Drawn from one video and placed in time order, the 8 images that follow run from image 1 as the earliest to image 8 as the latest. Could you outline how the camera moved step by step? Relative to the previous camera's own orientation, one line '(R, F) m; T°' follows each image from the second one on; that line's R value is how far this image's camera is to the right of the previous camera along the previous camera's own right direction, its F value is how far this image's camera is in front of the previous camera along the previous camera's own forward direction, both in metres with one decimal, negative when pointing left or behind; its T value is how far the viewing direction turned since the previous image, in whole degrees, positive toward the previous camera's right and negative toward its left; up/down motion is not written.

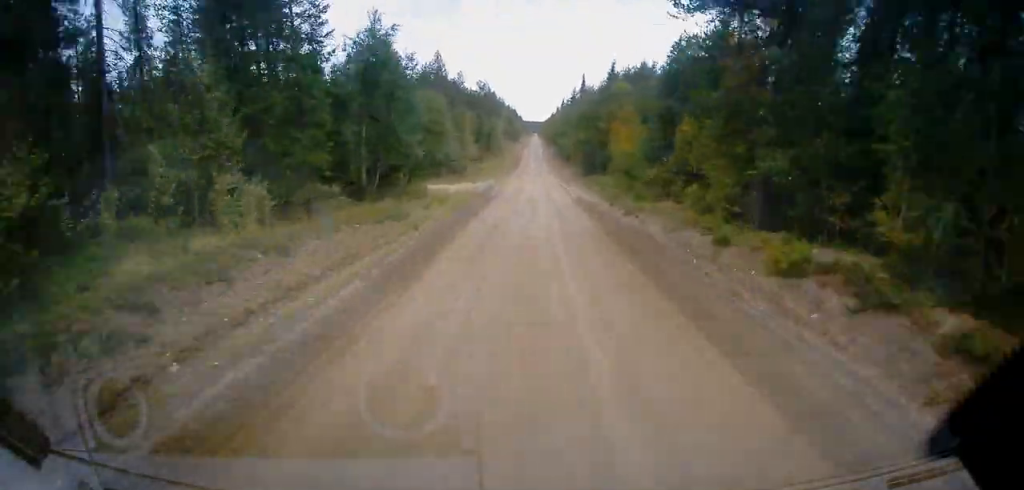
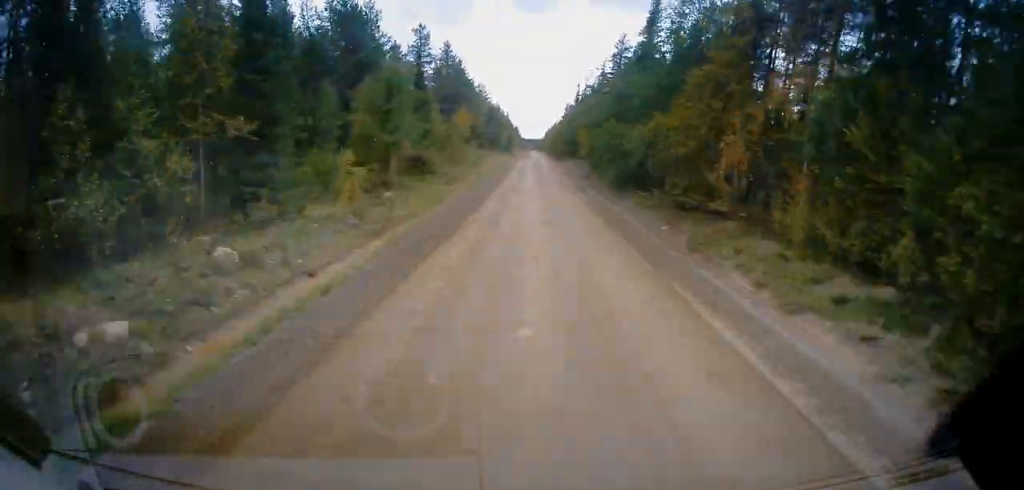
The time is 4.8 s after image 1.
(-0.1, +60.3) m; 0°
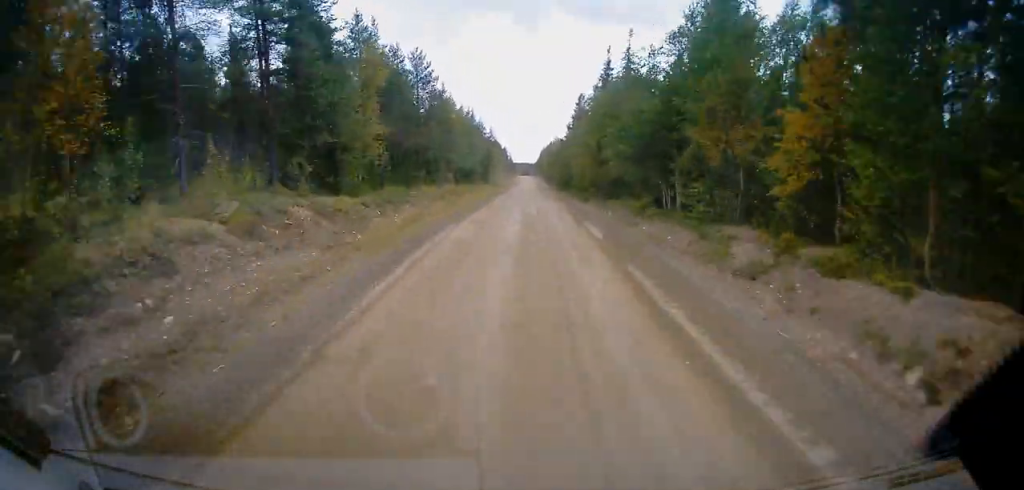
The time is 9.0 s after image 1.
(0.0, +52.9) m; 0°
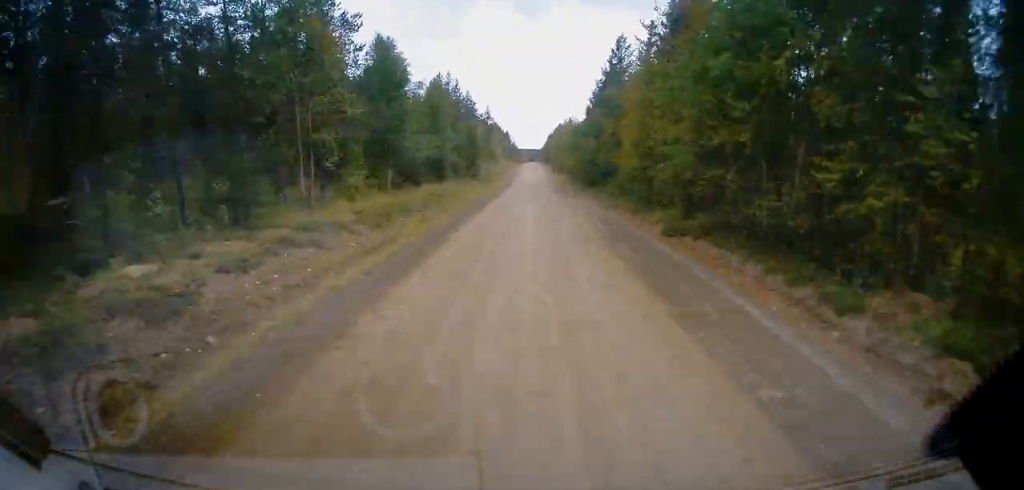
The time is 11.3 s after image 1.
(-0.1, +28.4) m; 0°
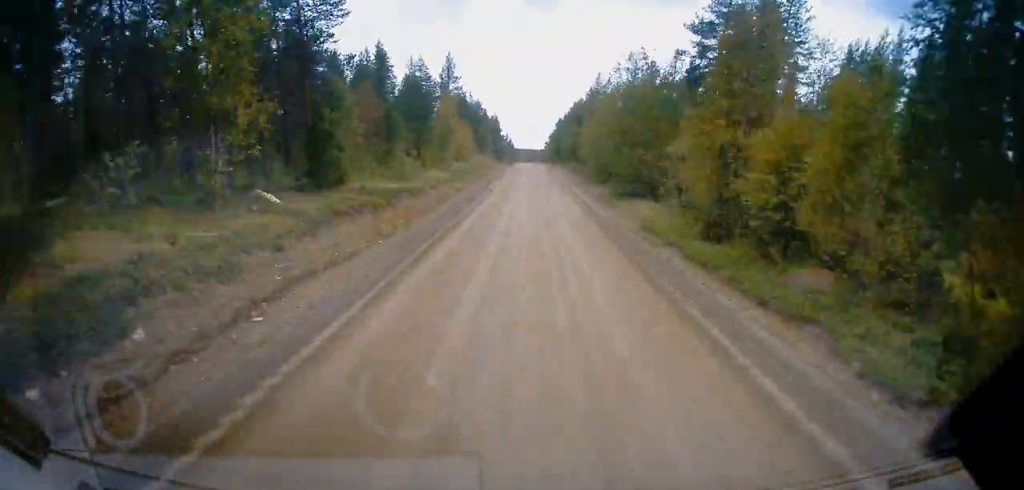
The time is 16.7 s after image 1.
(-0.4, +67.7) m; -1°
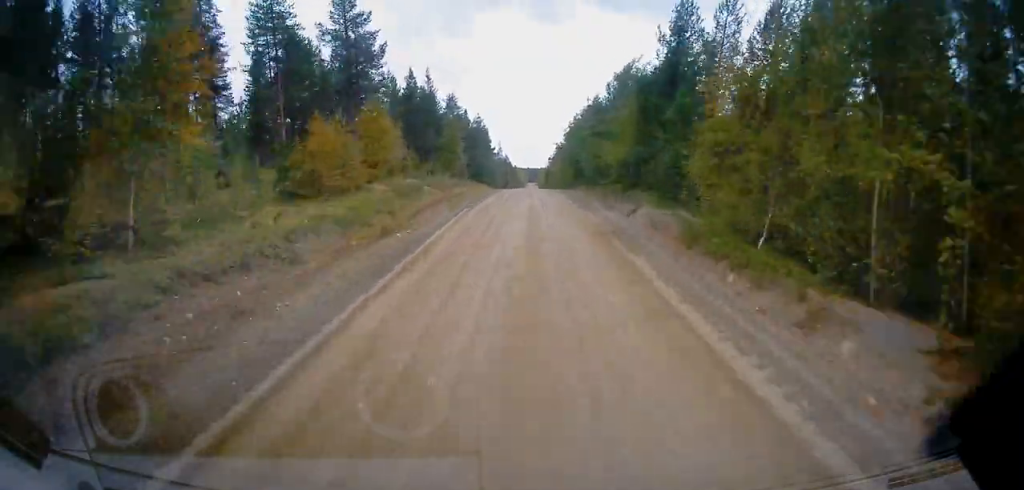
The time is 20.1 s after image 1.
(-0.1, +43.0) m; 0°
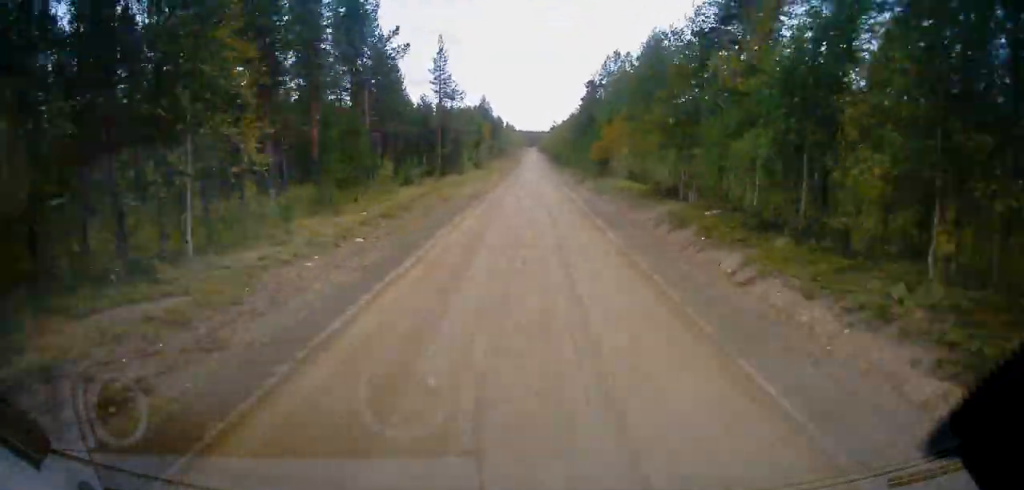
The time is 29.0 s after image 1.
(0.0, +110.9) m; +1°
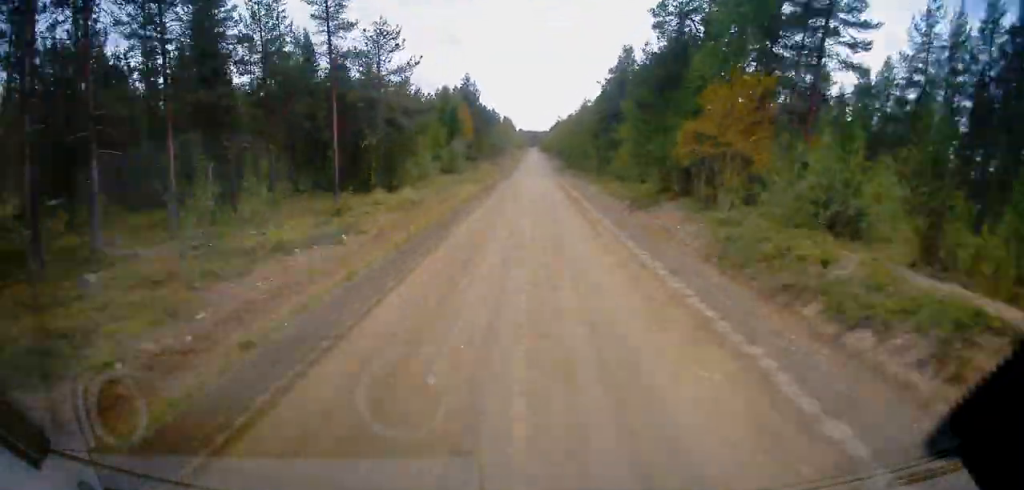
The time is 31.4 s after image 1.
(+0.7, +30.6) m; 0°
